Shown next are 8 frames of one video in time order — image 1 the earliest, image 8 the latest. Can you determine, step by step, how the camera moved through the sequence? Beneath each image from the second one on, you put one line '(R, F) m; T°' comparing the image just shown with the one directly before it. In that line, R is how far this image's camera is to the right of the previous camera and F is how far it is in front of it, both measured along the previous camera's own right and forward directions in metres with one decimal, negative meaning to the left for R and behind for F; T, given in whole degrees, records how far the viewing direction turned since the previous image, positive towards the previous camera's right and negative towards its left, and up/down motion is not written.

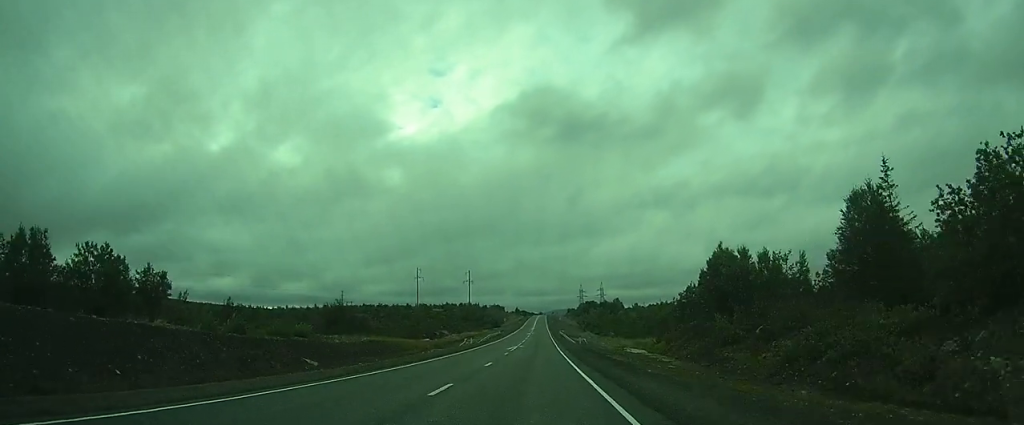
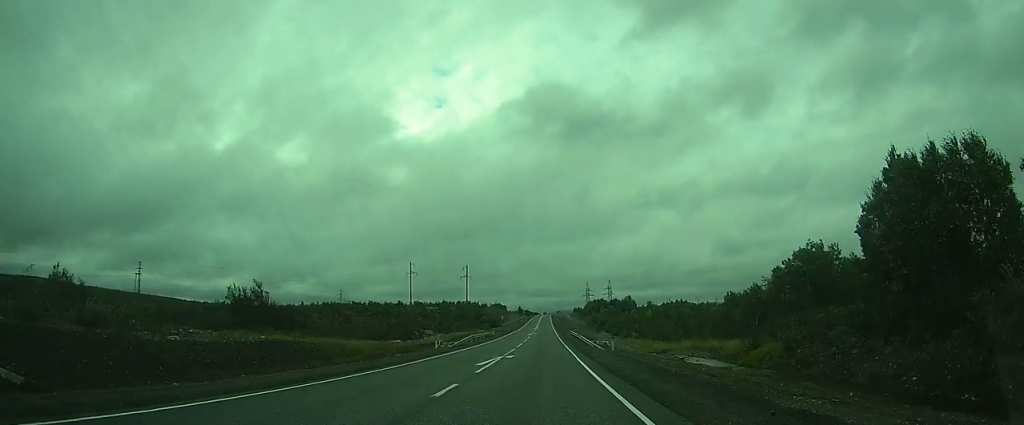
(-0.1, +25.2) m; 0°
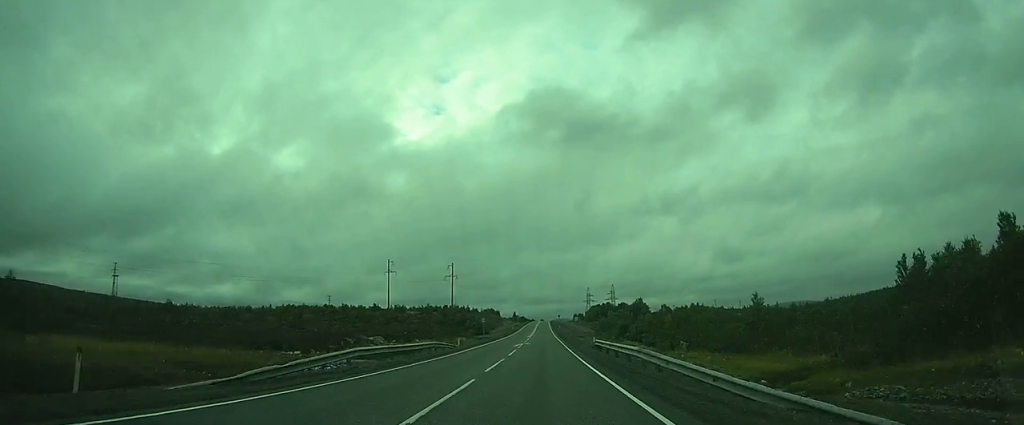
(-0.1, +34.9) m; 0°
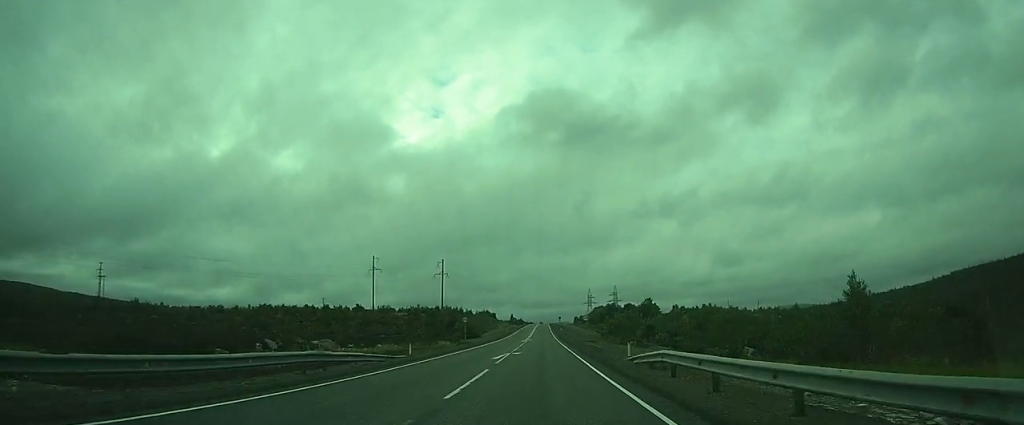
(0.0, +20.4) m; 0°
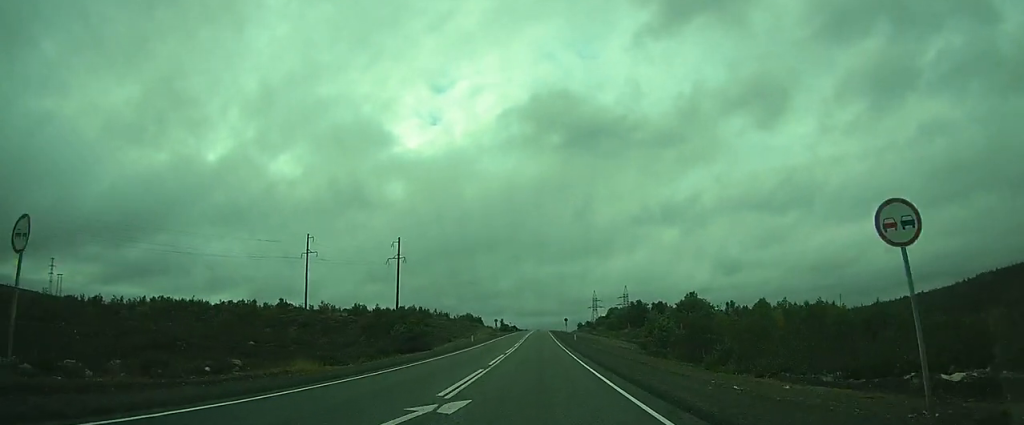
(-0.1, +62.5) m; -1°
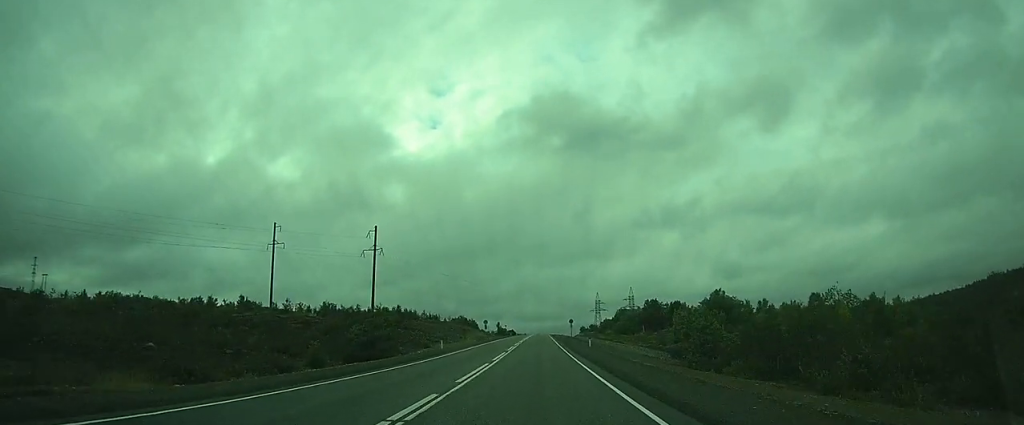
(-0.1, +21.7) m; 0°
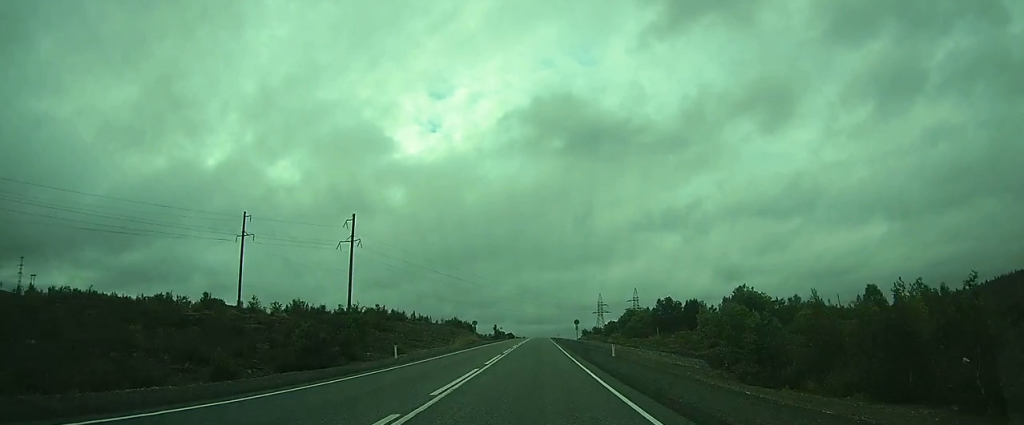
(+0.1, +15.9) m; 0°
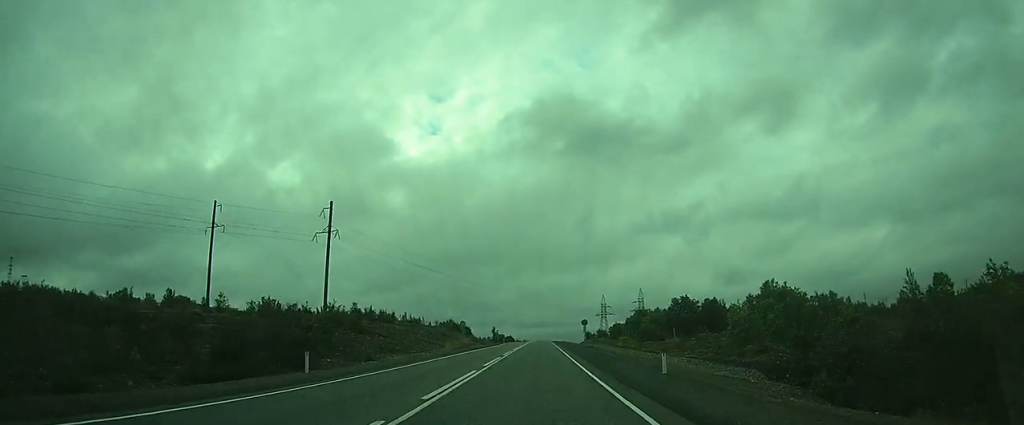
(0.0, +13.4) m; 0°
